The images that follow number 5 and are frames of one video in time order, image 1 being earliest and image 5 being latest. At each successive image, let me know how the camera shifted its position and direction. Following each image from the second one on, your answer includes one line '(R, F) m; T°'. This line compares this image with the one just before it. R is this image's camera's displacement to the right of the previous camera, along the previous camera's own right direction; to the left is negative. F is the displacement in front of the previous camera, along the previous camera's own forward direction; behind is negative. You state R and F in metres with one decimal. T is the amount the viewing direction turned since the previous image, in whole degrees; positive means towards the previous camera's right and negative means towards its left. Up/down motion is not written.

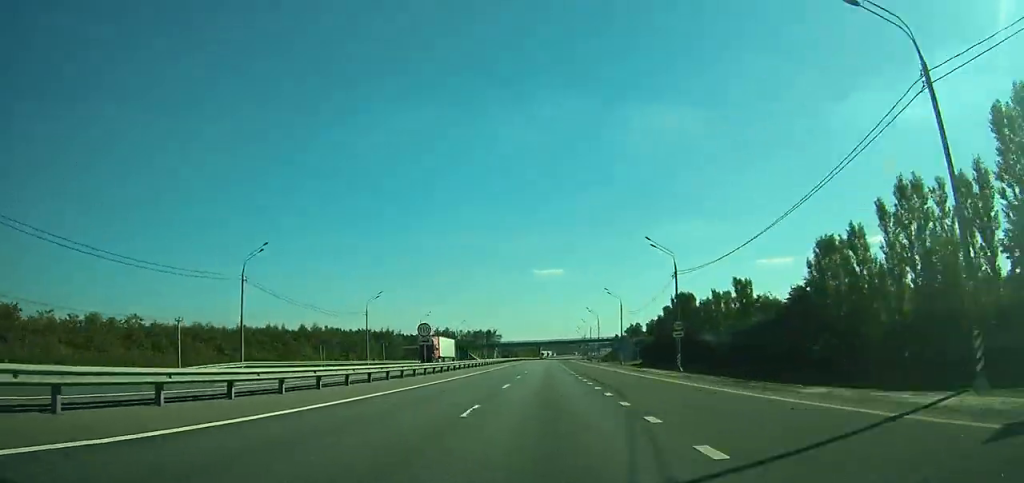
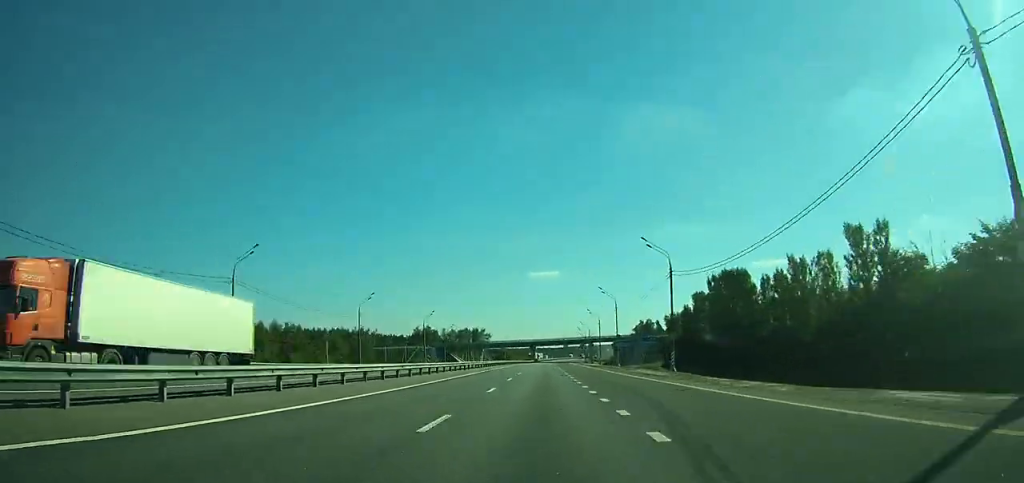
(+0.2, +39.6) m; 0°
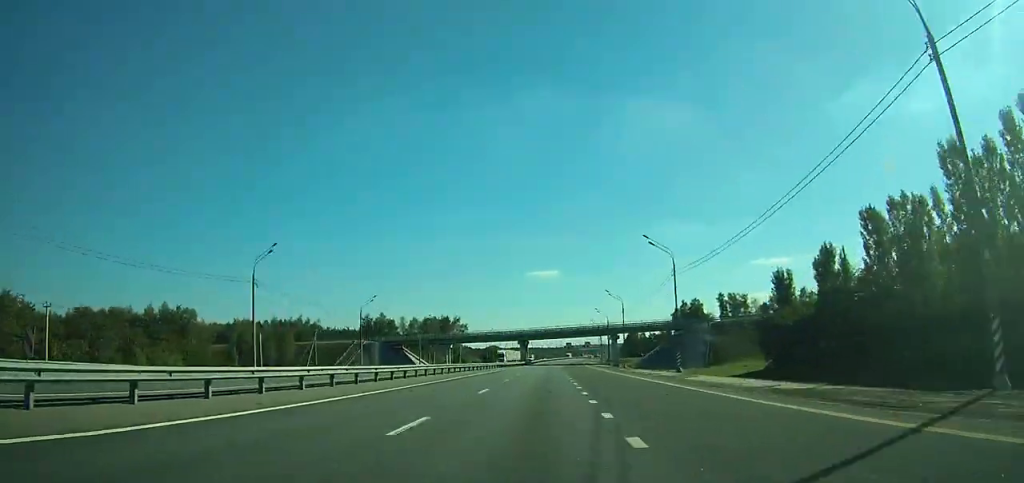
(+0.2, +72.7) m; +1°
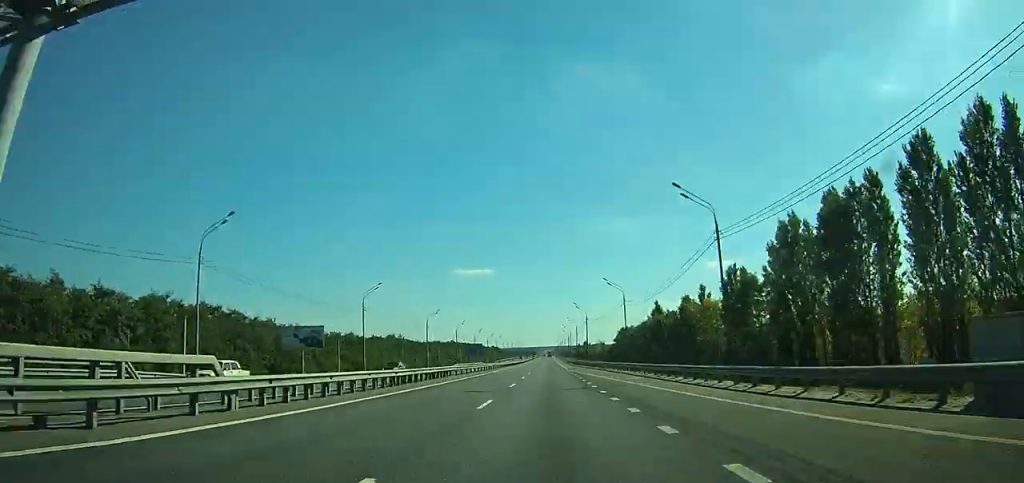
(+25.4, +399.1) m; +6°
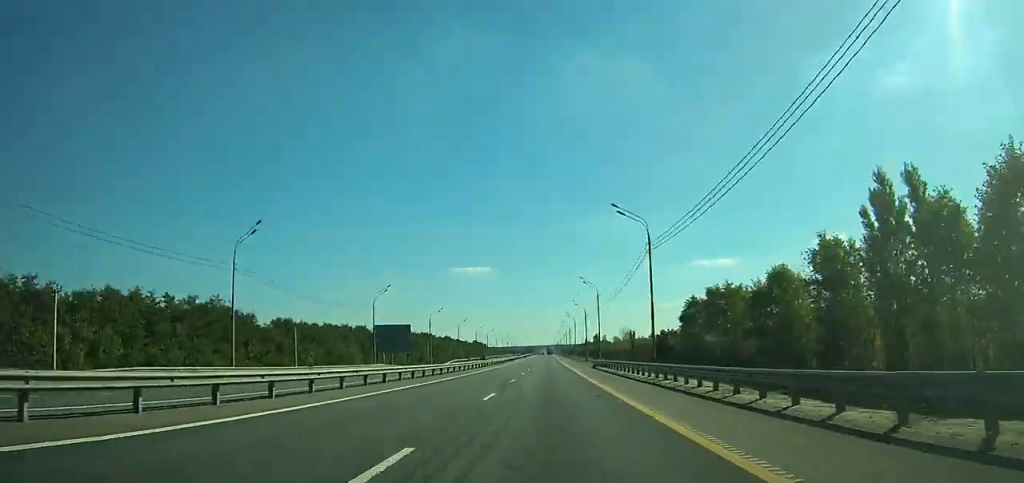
(0.0, +105.6) m; 0°
